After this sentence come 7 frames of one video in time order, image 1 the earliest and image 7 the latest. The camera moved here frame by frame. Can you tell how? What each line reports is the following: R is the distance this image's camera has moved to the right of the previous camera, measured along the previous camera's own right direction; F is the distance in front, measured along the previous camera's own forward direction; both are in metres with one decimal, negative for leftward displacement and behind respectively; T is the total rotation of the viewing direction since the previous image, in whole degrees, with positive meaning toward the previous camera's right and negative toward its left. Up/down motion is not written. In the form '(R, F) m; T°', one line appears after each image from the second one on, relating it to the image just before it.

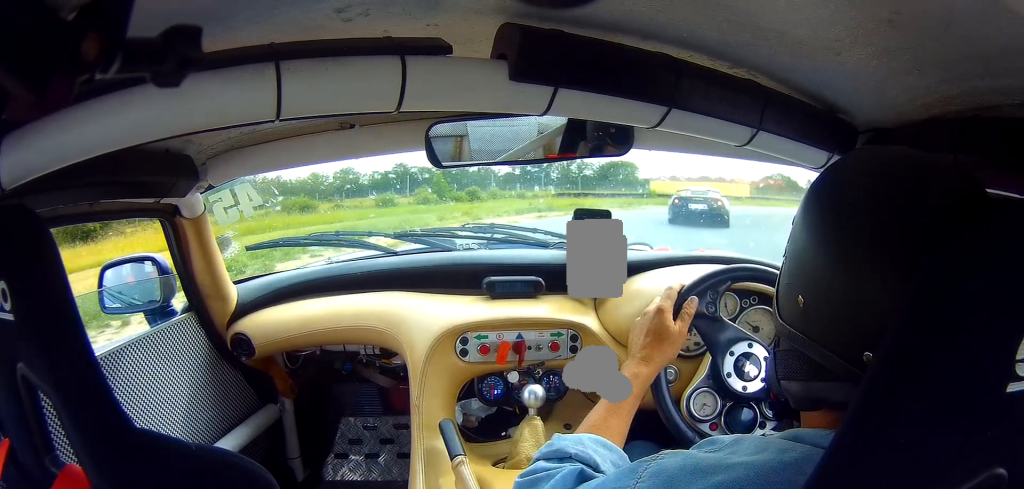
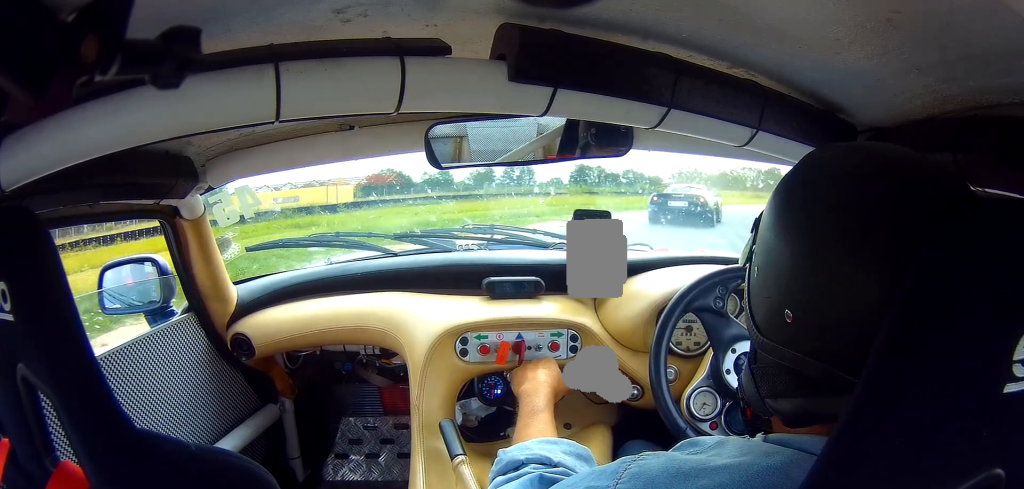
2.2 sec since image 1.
(+8.8, +34.4) m; +32°
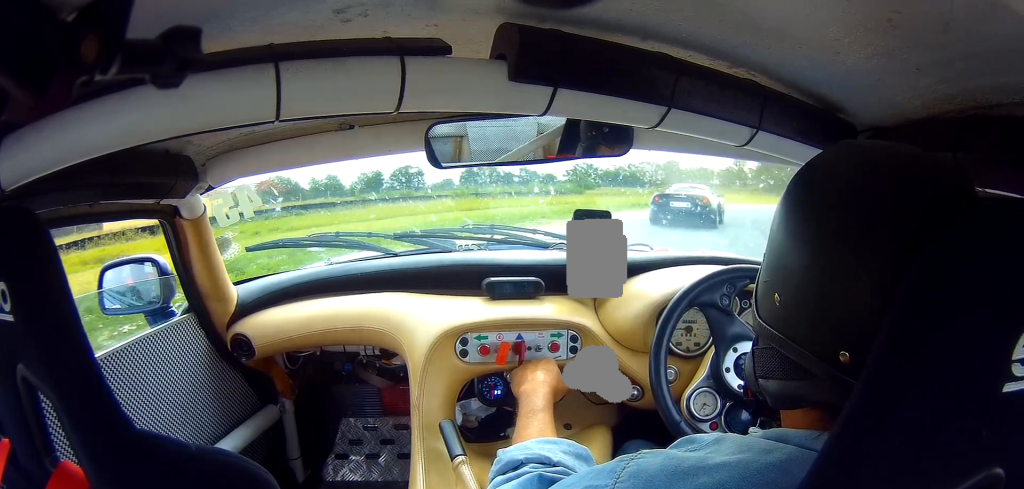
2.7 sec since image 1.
(-0.3, +8.6) m; +11°
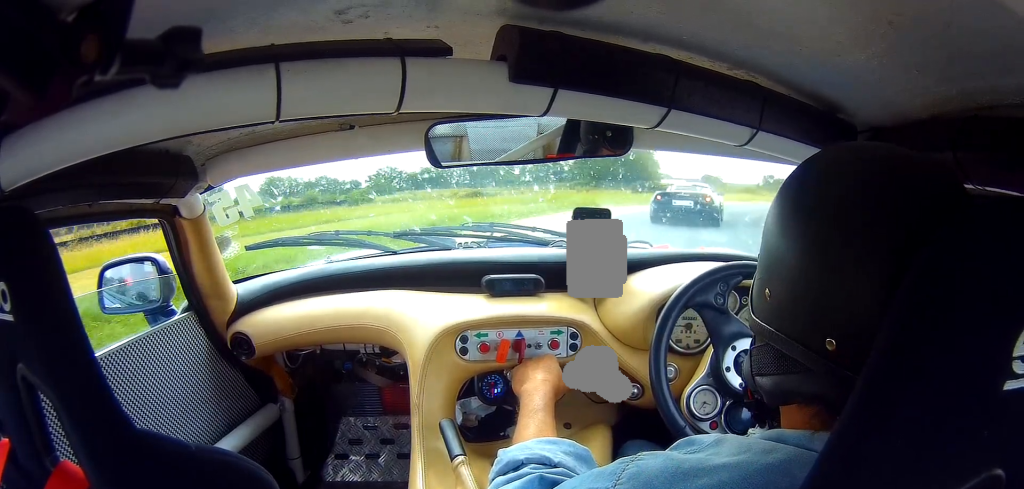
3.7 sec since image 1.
(+3.7, +15.4) m; +20°
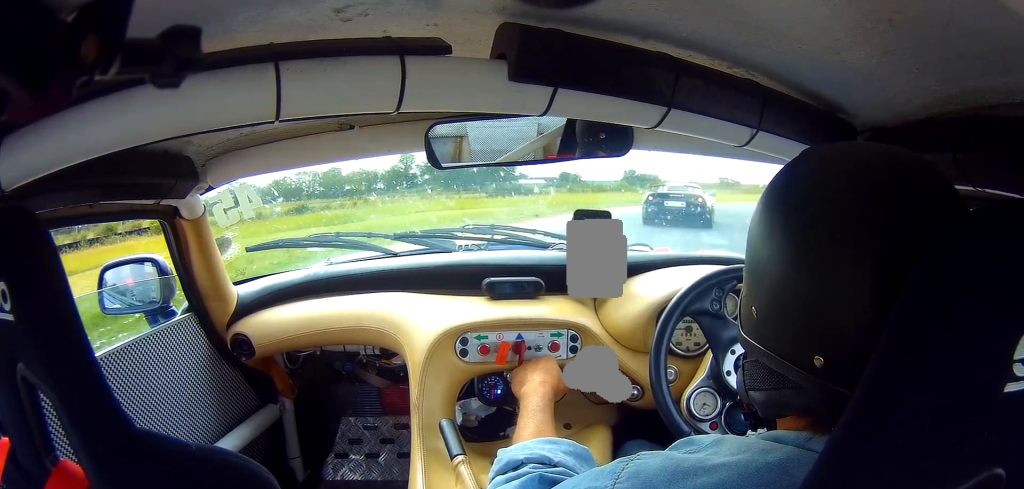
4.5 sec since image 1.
(+1.3, +11.9) m; +12°
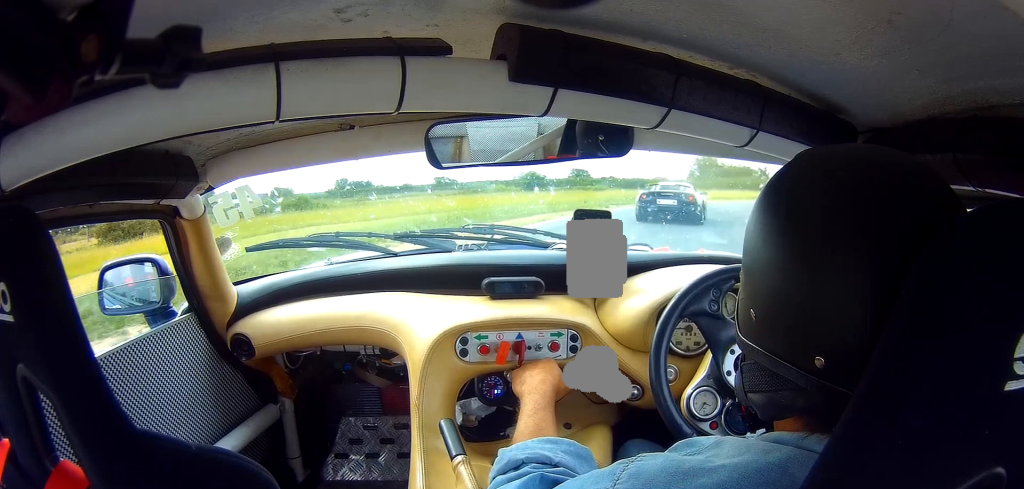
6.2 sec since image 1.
(+6.8, +26.0) m; +28°
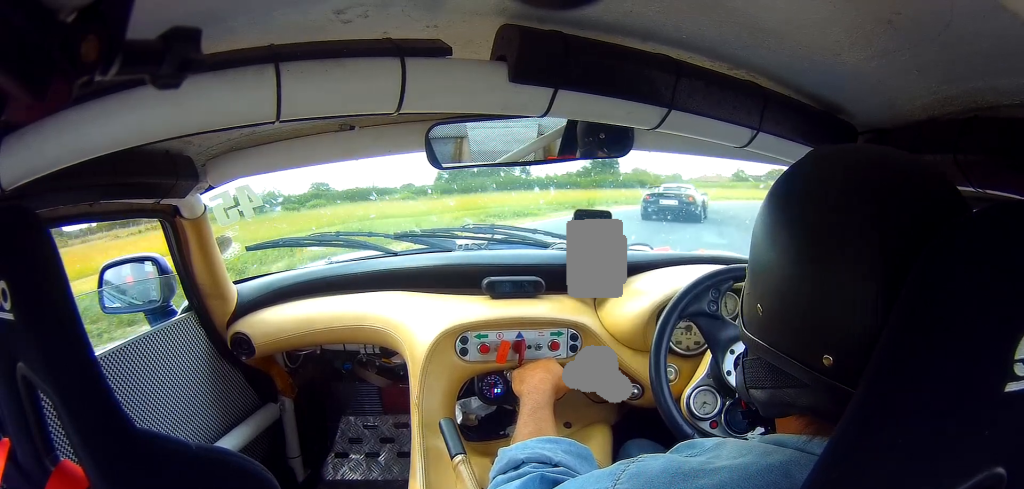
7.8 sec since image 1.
(+4.7, +24.6) m; +24°
